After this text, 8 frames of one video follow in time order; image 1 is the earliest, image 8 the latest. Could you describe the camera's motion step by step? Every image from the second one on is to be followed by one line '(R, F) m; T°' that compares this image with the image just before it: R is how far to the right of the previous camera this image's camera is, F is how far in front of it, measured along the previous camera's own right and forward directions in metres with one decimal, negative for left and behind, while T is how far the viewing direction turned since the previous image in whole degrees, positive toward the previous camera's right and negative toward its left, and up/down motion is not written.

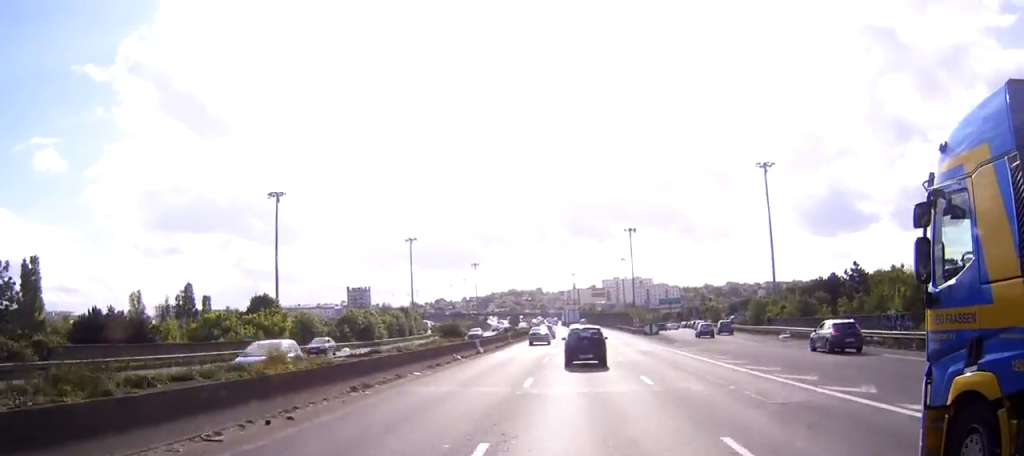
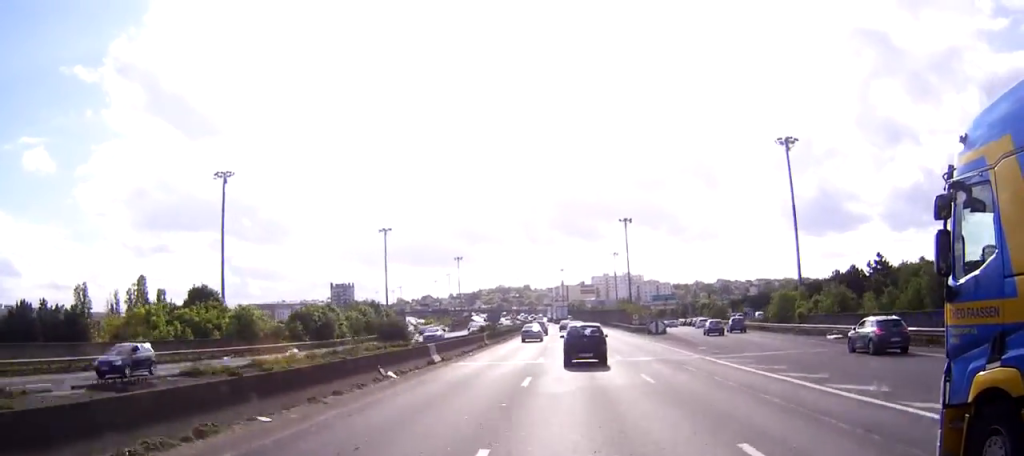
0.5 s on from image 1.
(+0.1, +13.4) m; +1°
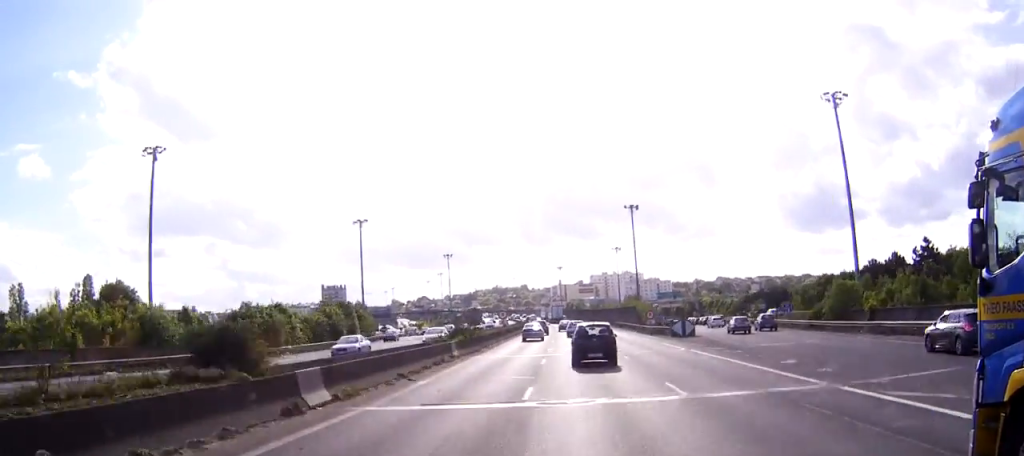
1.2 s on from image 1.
(+0.2, +16.0) m; 0°
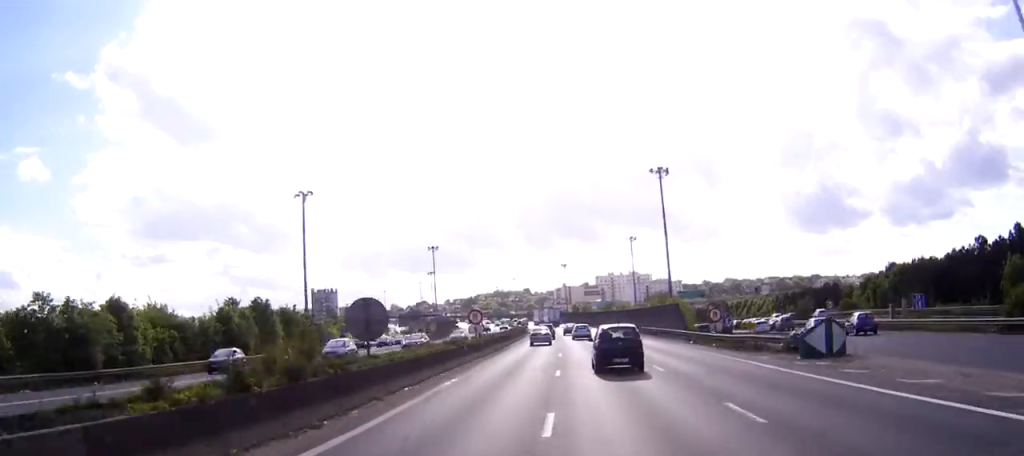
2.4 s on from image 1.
(0.0, +30.4) m; 0°
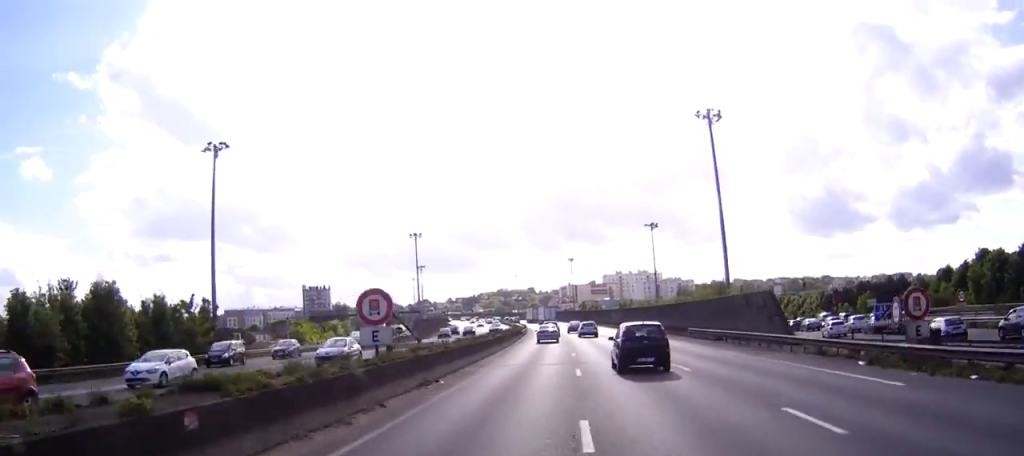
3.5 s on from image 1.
(-0.1, +27.9) m; 0°
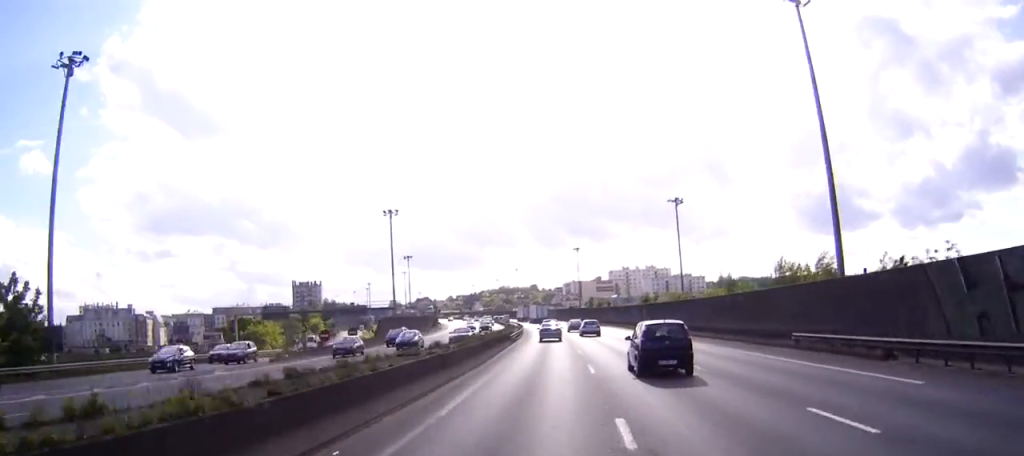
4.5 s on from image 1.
(+0.1, +25.3) m; 0°
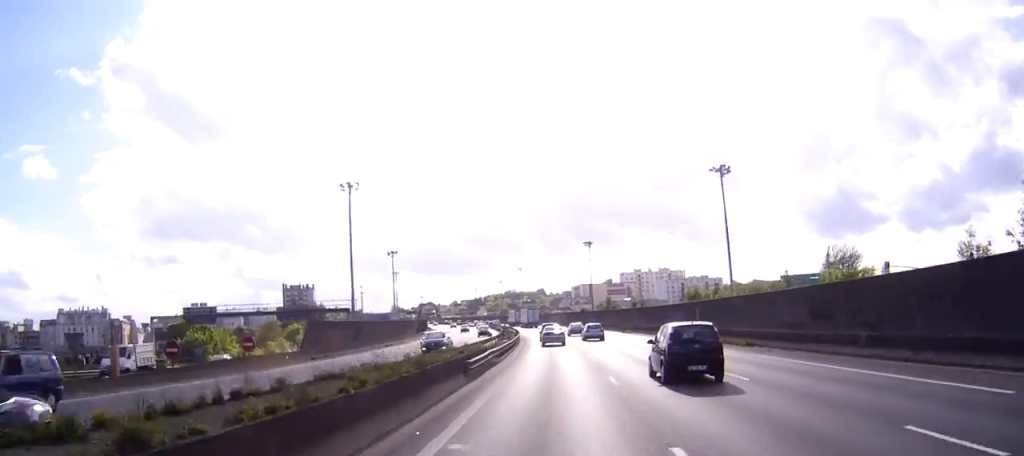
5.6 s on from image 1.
(-0.2, +28.7) m; -1°
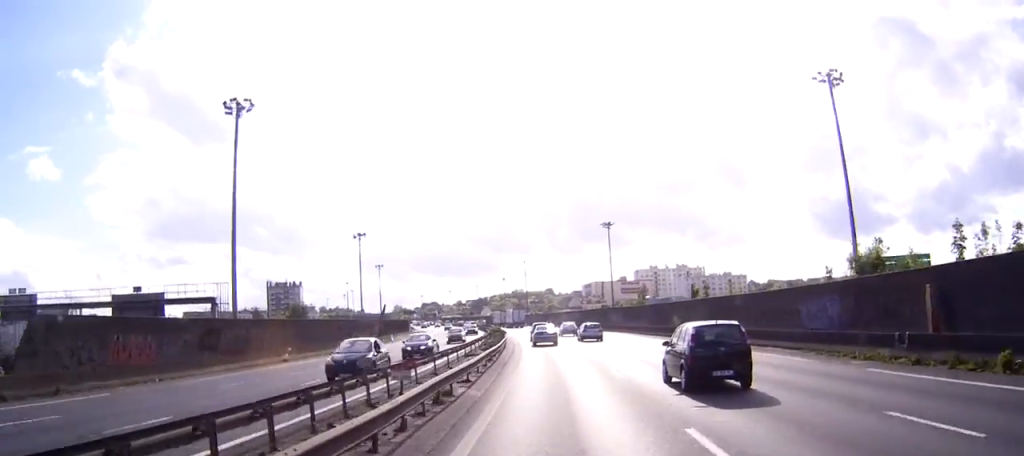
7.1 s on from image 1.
(-0.3, +37.0) m; -1°
